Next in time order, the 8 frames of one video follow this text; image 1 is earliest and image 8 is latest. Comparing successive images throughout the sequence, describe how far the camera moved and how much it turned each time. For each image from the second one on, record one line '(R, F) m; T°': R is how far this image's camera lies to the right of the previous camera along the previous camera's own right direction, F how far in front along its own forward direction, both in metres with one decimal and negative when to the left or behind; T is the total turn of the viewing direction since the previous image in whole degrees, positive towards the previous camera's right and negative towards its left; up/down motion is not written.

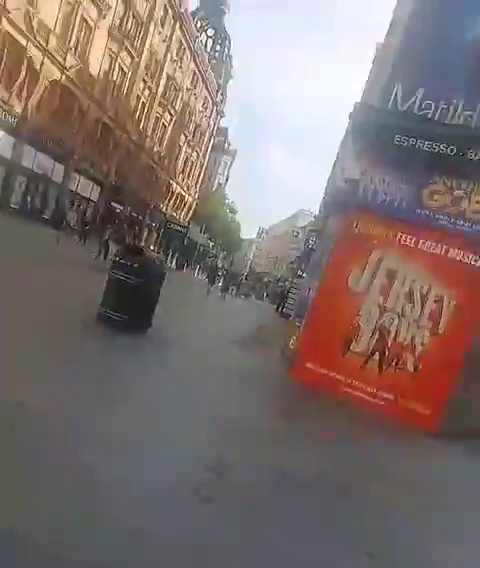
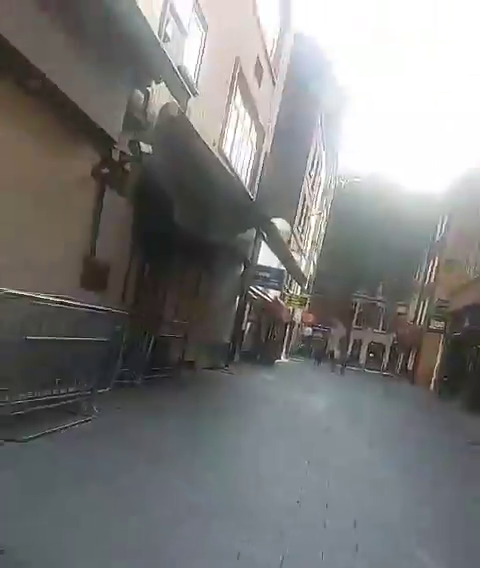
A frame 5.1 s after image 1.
(+1.9, +7.5) m; +22°
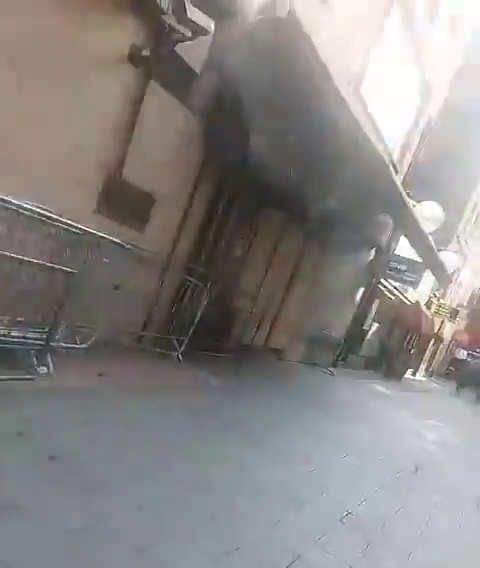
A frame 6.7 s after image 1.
(+0.1, +2.3) m; +3°
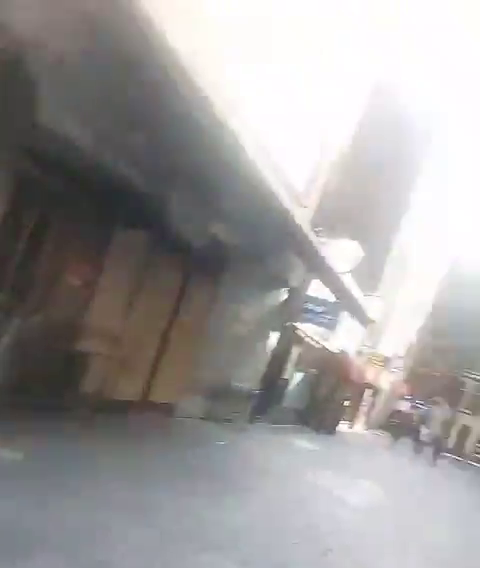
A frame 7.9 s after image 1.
(0.0, +1.9) m; 0°
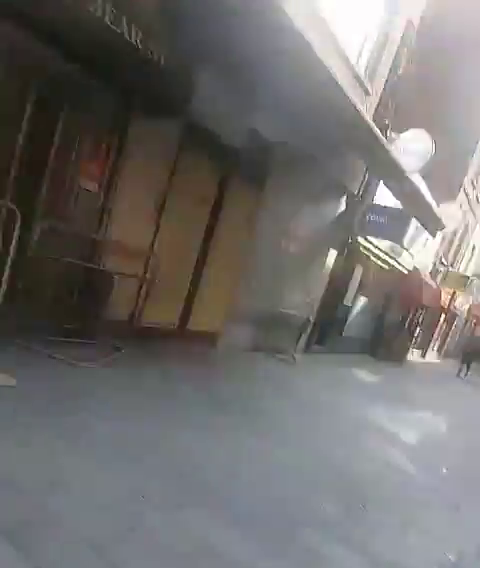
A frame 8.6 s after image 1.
(0.0, +1.1) m; -1°
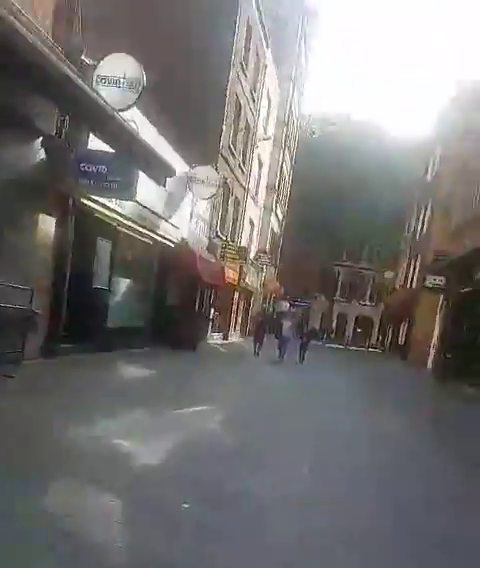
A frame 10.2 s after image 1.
(0.0, +2.3) m; -4°
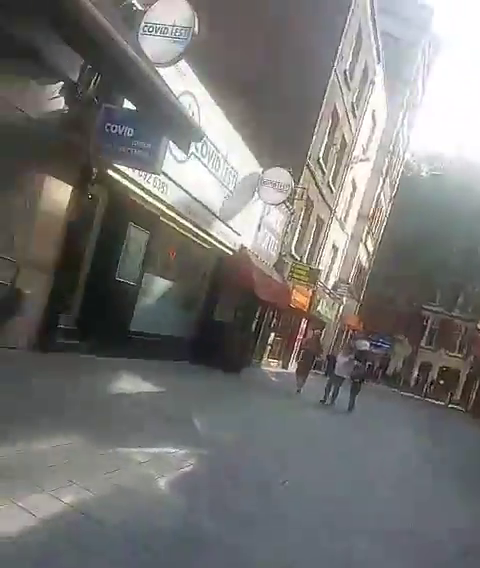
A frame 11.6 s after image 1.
(-0.1, +2.0) m; -6°
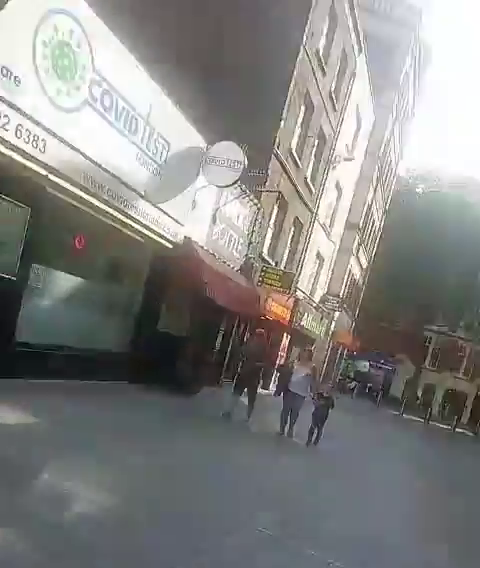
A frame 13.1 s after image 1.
(-0.2, +2.2) m; -4°
